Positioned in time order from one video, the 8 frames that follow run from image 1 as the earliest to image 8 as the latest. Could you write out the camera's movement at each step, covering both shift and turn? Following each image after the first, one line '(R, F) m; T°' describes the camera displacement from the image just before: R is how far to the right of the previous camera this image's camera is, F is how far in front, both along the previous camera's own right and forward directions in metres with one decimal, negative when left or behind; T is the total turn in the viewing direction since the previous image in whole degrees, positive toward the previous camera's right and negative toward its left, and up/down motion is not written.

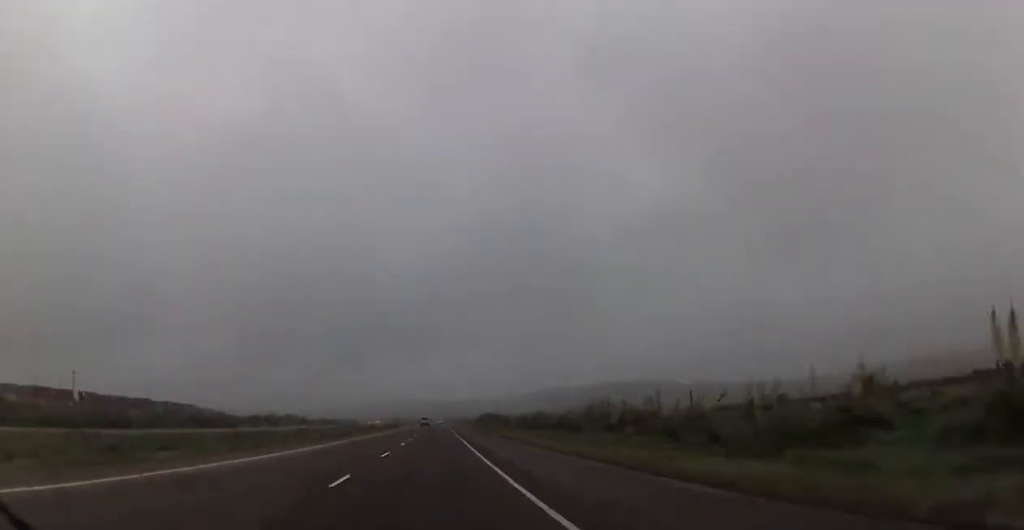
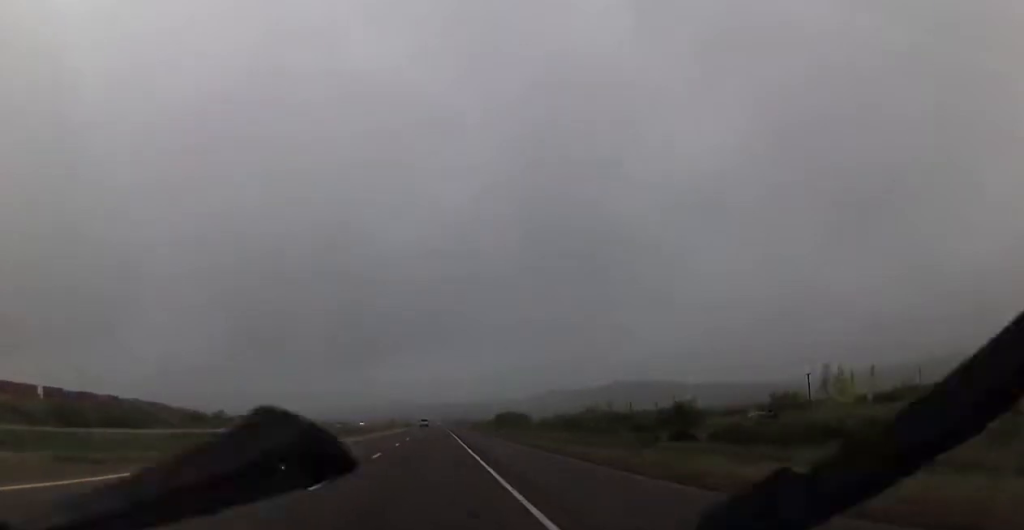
(+0.3, +61.8) m; 0°
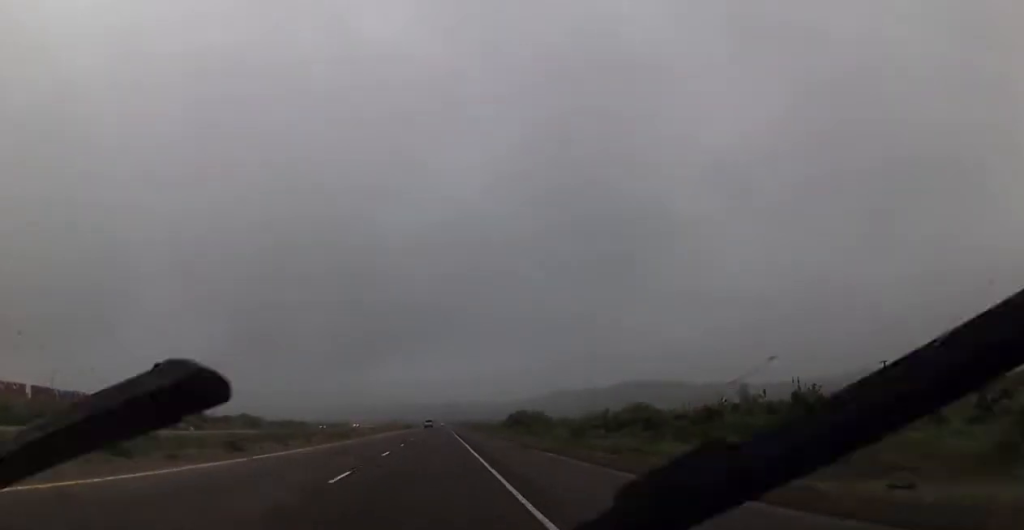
(0.0, +22.9) m; 0°
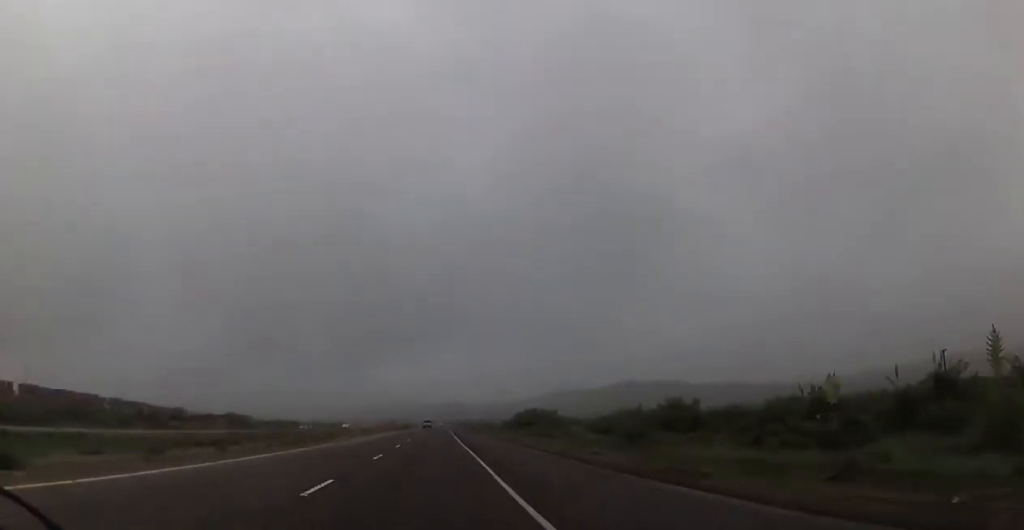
(0.0, +14.9) m; 0°
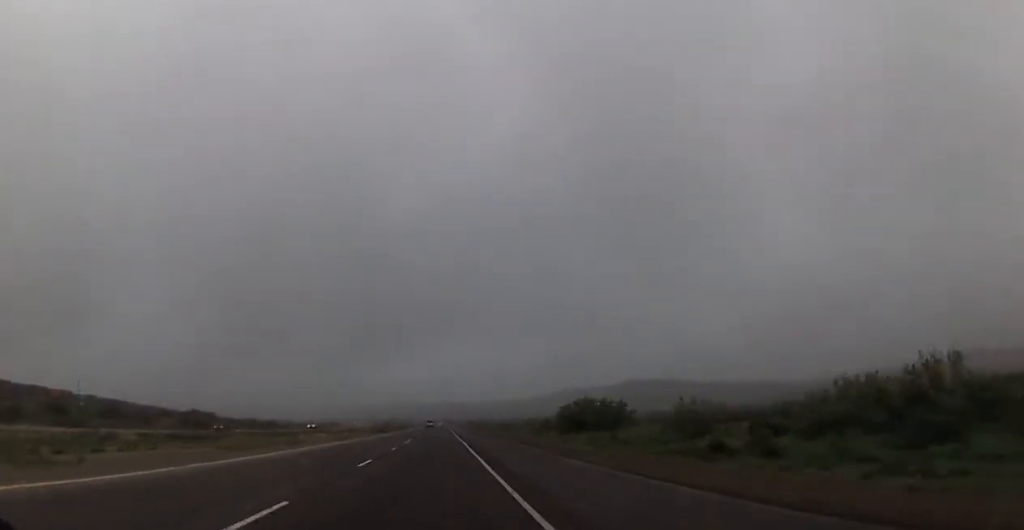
(+0.4, +41.2) m; +1°
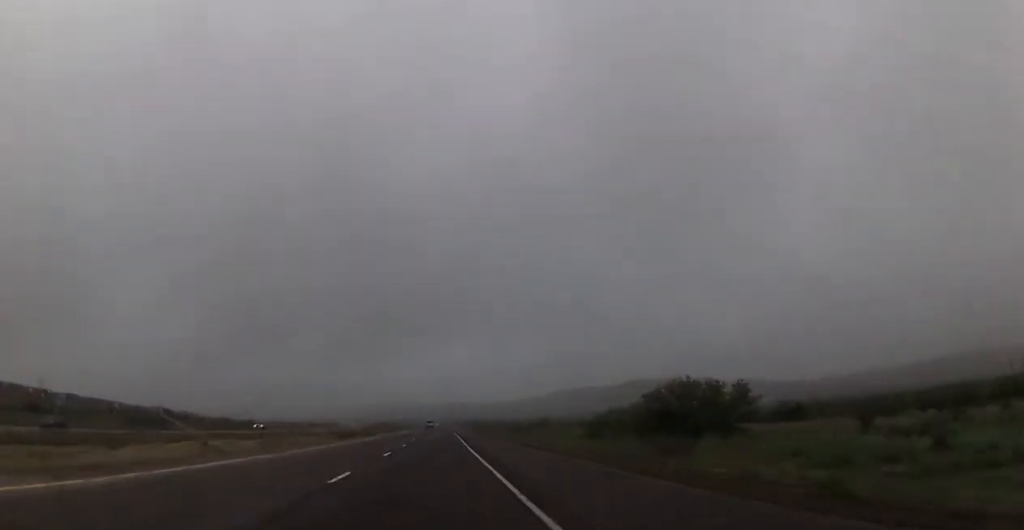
(+0.1, +29.8) m; 0°
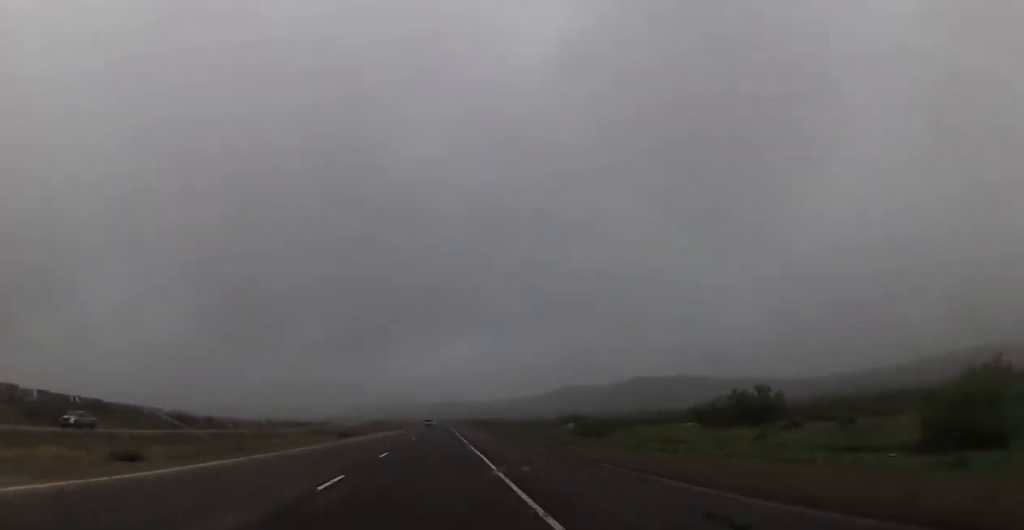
(-0.5, +39.0) m; -1°
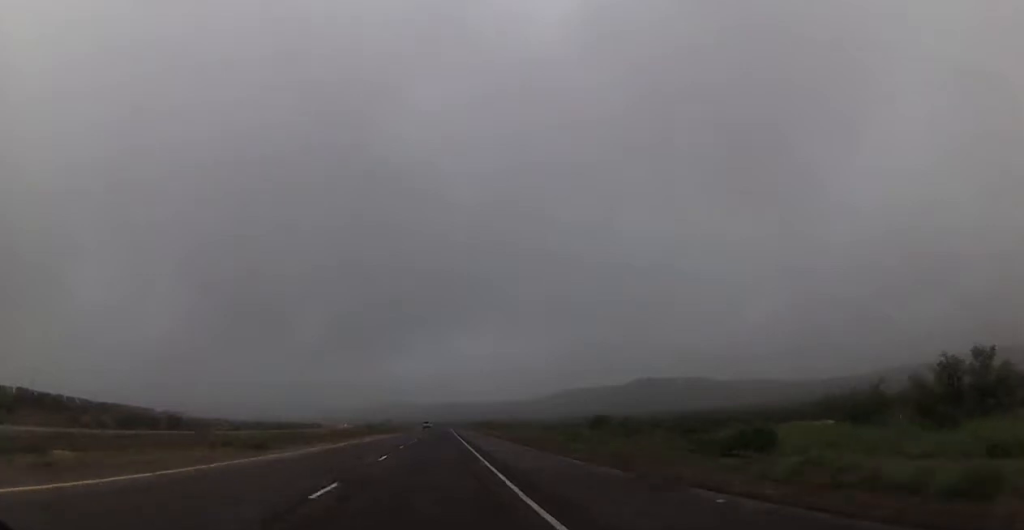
(-0.1, +25.3) m; 0°
